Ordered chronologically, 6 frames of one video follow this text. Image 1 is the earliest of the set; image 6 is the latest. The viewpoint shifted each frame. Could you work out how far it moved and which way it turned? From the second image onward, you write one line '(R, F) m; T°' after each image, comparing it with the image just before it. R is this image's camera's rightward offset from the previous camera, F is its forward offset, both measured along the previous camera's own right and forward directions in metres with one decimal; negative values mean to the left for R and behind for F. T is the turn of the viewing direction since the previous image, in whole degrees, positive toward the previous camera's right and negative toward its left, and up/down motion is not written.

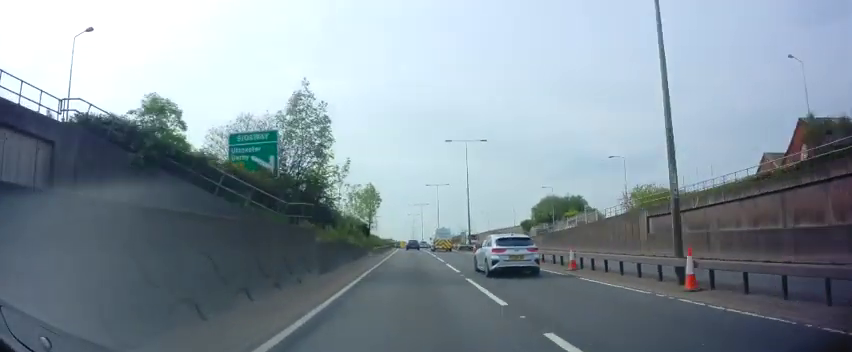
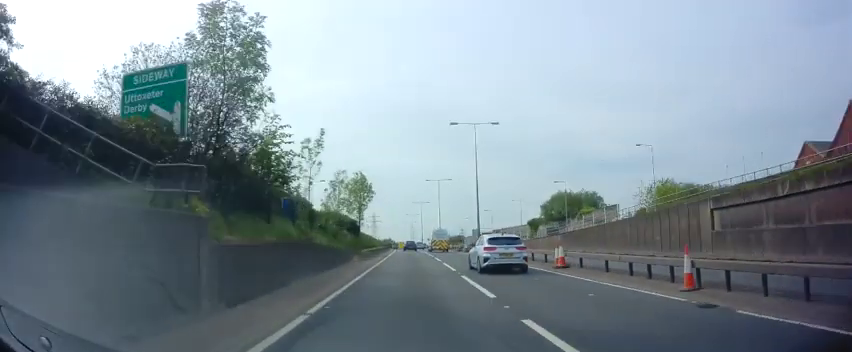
(-0.1, +7.7) m; 0°
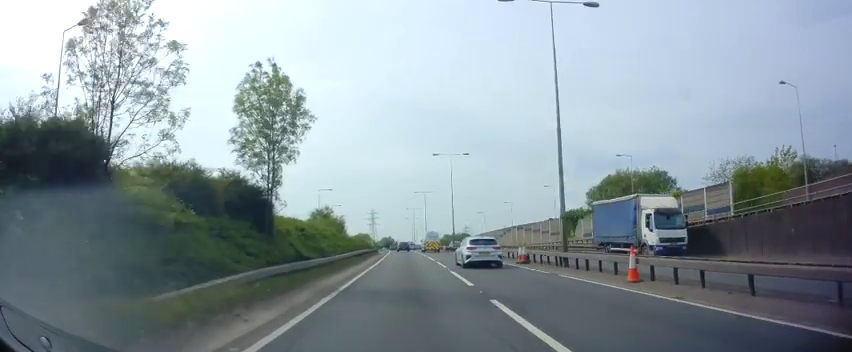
(+0.2, +23.5) m; 0°
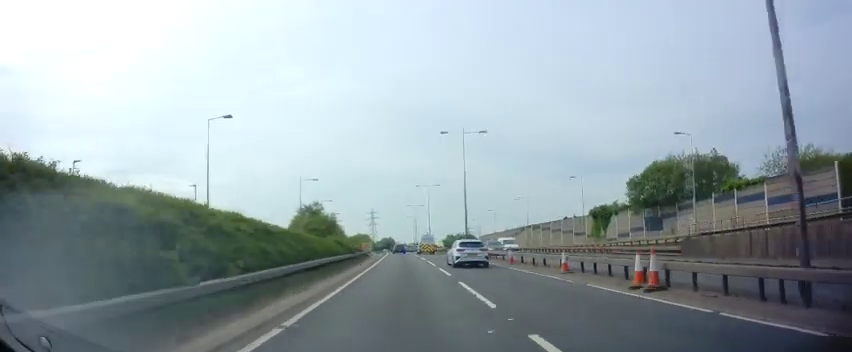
(-0.1, +12.8) m; -1°
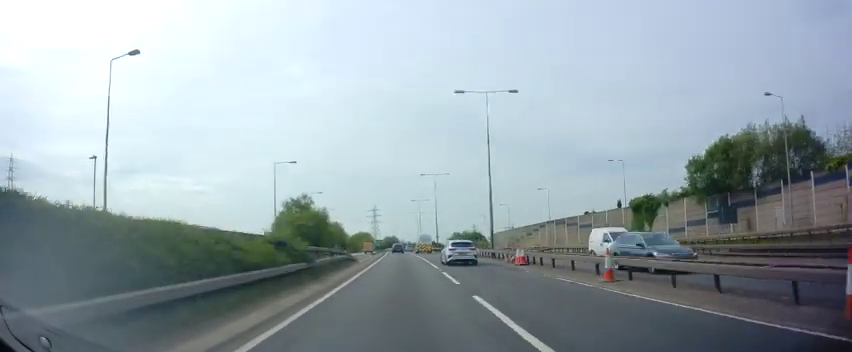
(0.0, +12.8) m; 0°
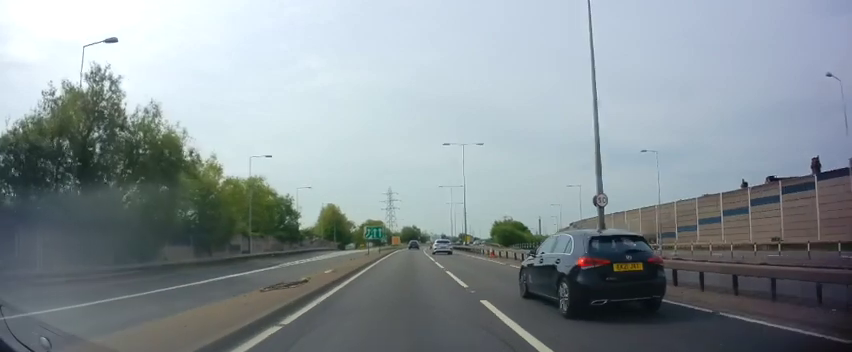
(-1.1, +59.0) m; -3°
